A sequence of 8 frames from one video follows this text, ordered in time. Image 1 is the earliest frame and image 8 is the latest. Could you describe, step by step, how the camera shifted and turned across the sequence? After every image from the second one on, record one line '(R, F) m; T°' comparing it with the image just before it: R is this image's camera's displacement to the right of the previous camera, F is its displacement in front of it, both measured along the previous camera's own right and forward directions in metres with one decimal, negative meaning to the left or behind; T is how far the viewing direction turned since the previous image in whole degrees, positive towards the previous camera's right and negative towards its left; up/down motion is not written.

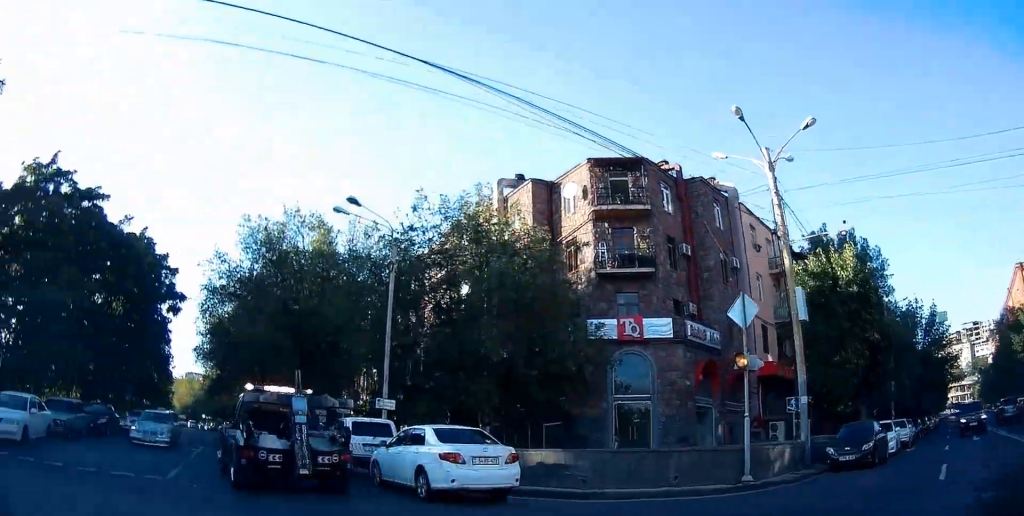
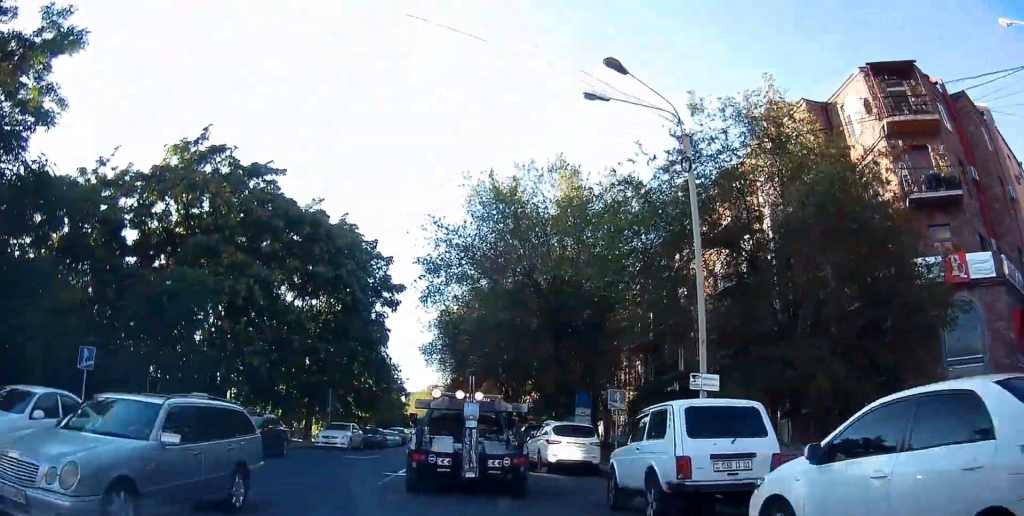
(-1.6, +5.6) m; -25°
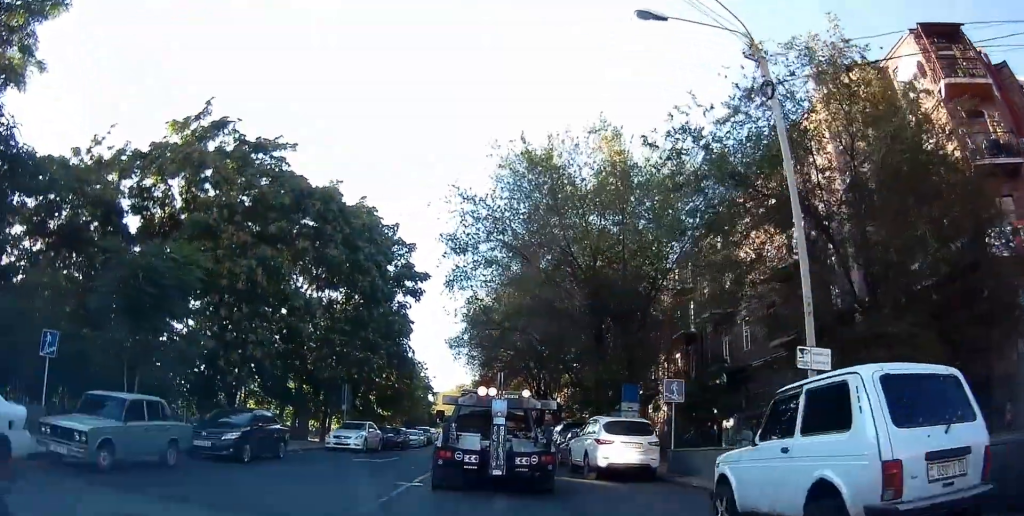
(-0.2, +2.7) m; -4°
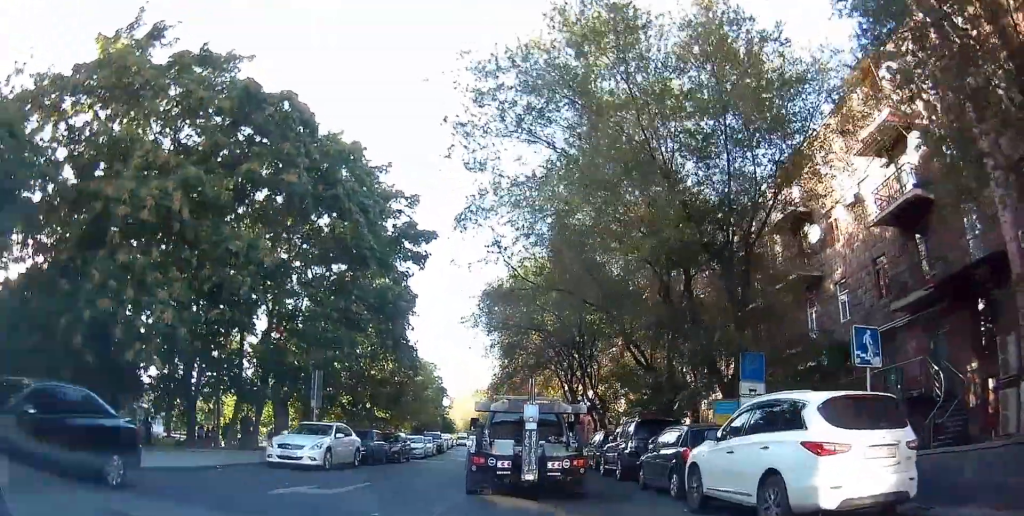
(-0.8, +9.0) m; -5°
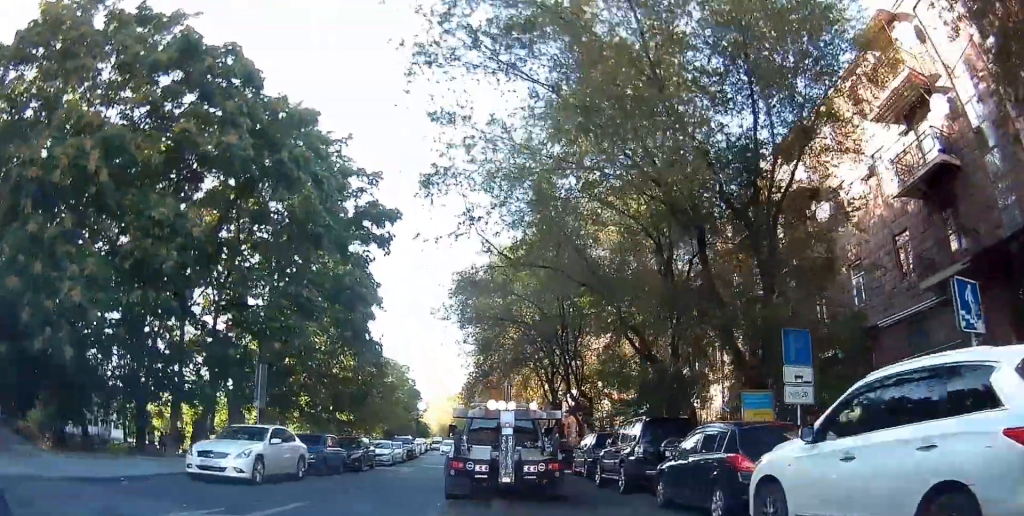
(+0.1, +4.4) m; 0°
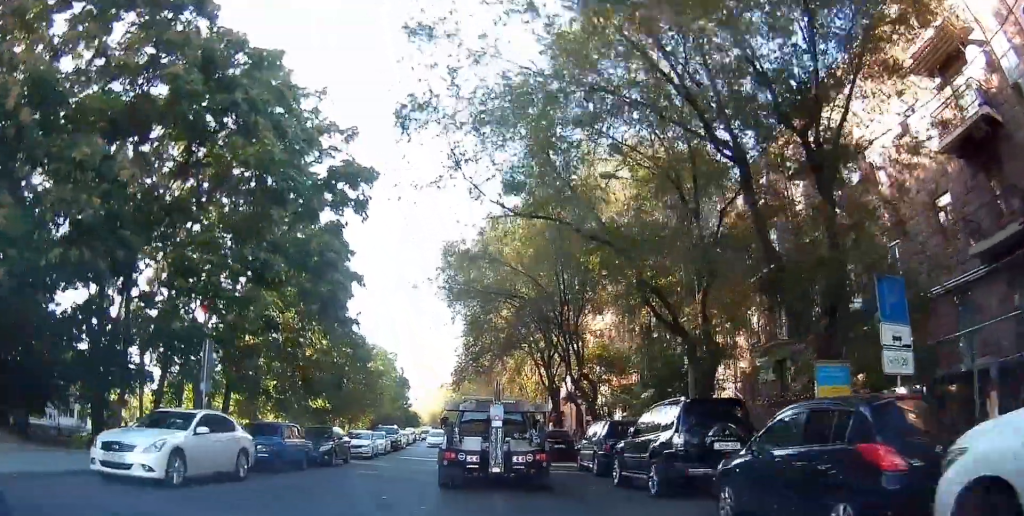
(0.0, +4.8) m; 0°
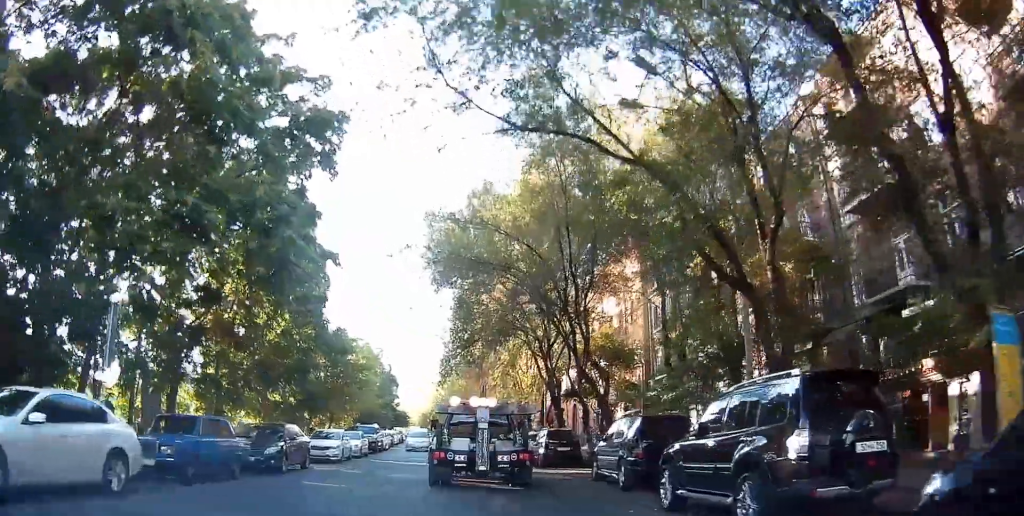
(-0.3, +6.9) m; +2°
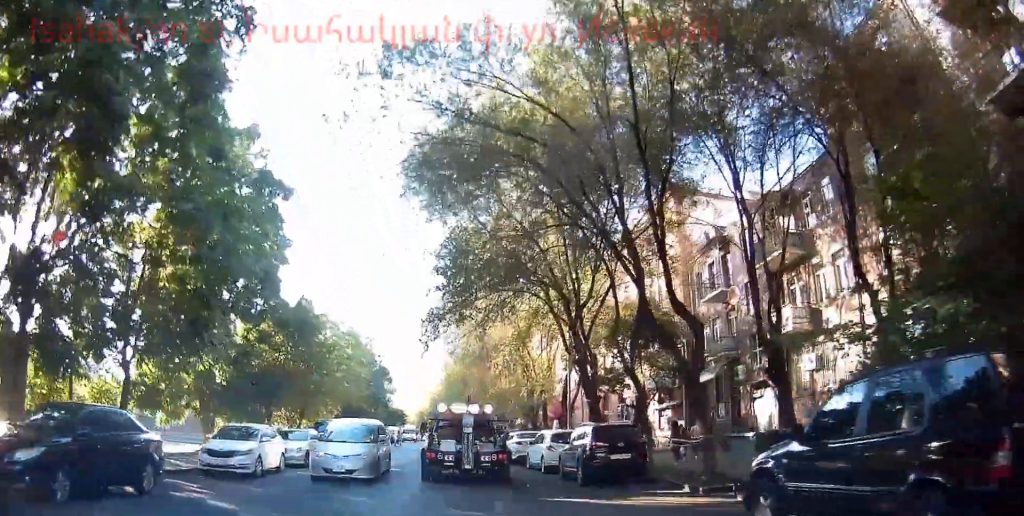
(+0.8, +12.8) m; +1°
